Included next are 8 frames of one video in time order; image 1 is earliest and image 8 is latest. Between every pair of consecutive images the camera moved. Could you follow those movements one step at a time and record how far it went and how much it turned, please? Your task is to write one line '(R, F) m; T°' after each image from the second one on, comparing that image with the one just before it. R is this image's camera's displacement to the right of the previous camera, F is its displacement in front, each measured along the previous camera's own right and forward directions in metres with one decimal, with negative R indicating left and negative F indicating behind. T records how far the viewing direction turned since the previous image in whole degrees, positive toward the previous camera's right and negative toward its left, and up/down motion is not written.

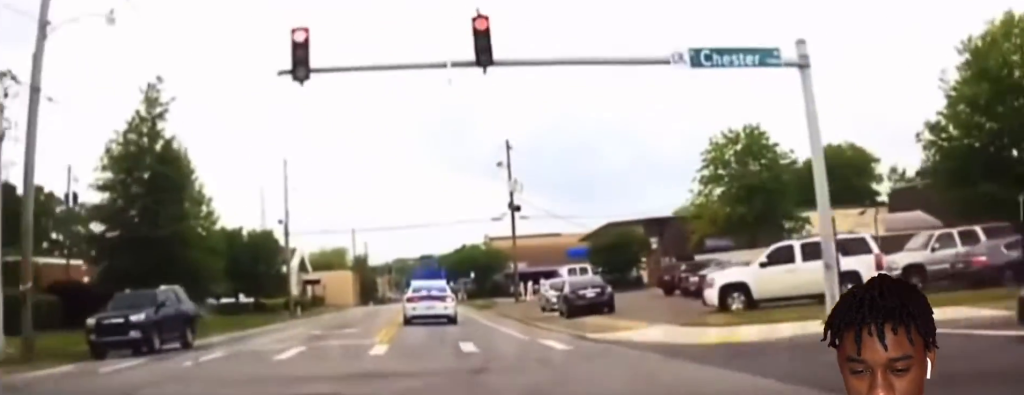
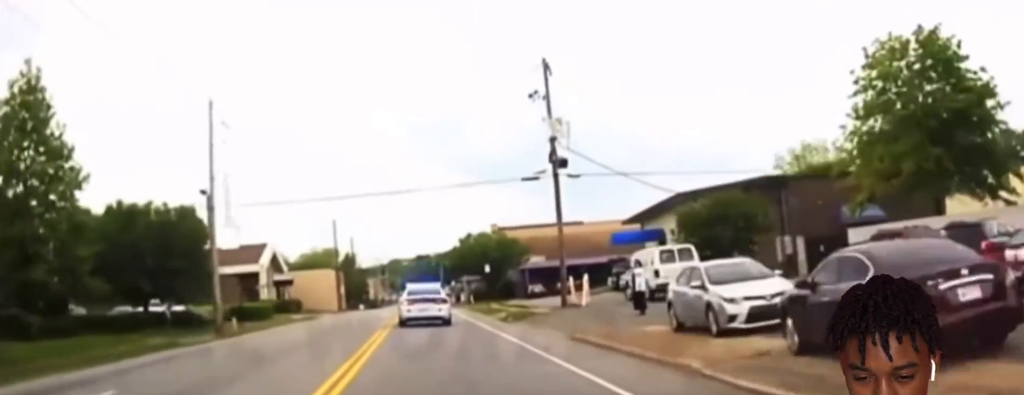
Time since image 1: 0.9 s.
(+0.1, +20.5) m; 0°
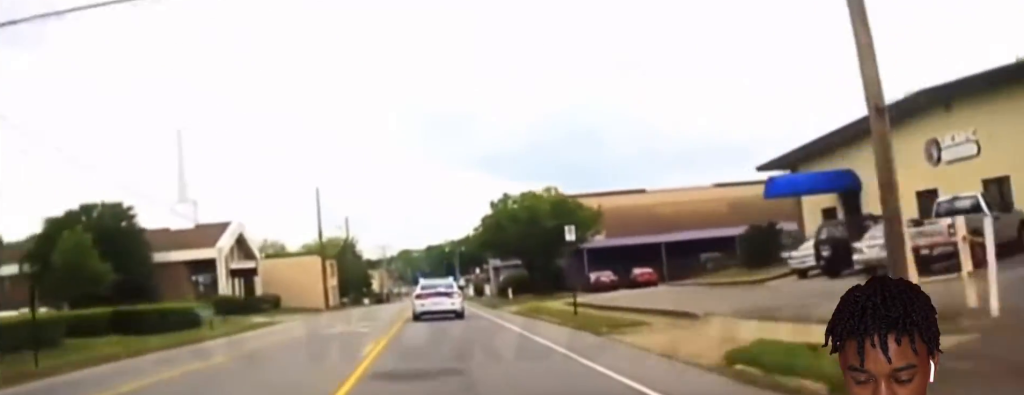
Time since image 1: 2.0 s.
(-0.1, +22.0) m; 0°
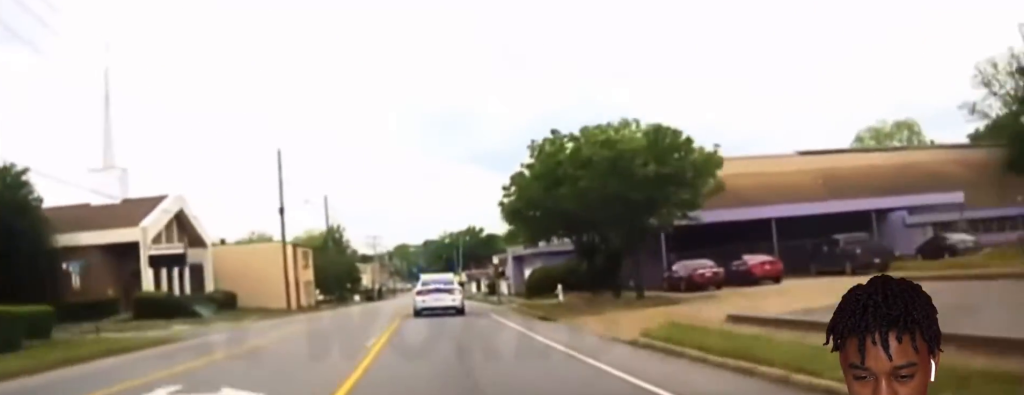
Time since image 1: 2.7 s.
(0.0, +17.1) m; 0°
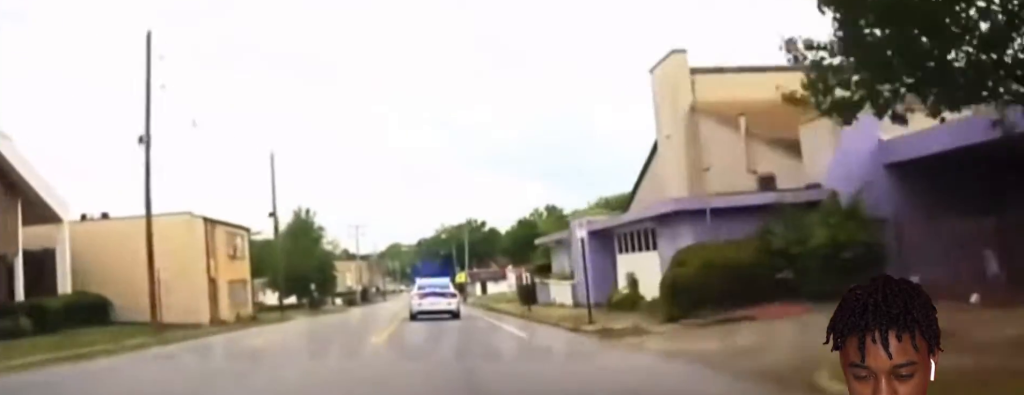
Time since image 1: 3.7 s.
(+0.1, +28.8) m; 0°
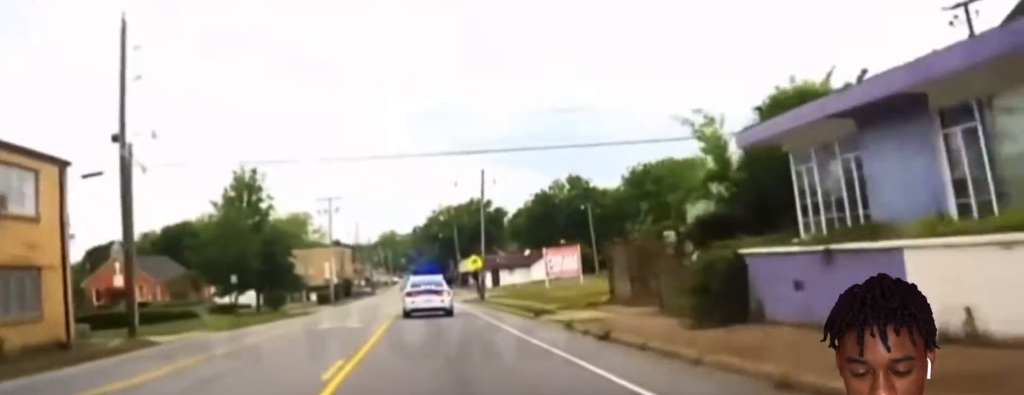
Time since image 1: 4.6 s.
(0.0, +33.8) m; 0°
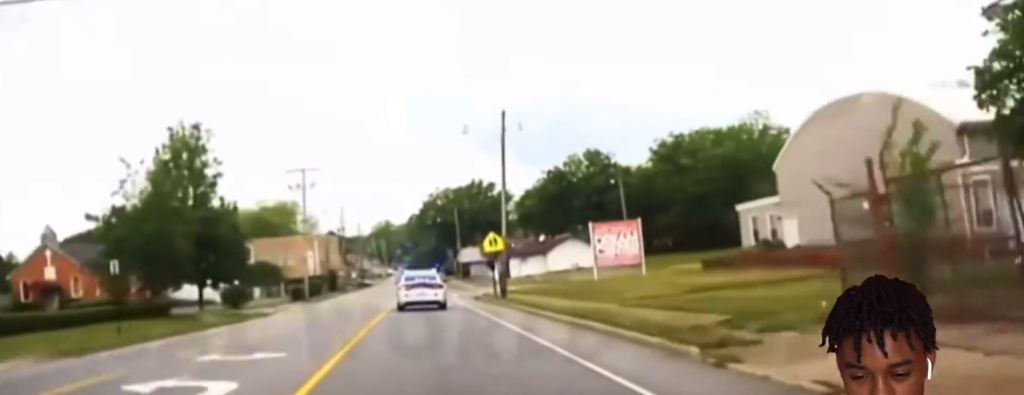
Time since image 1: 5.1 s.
(0.0, +22.1) m; 0°
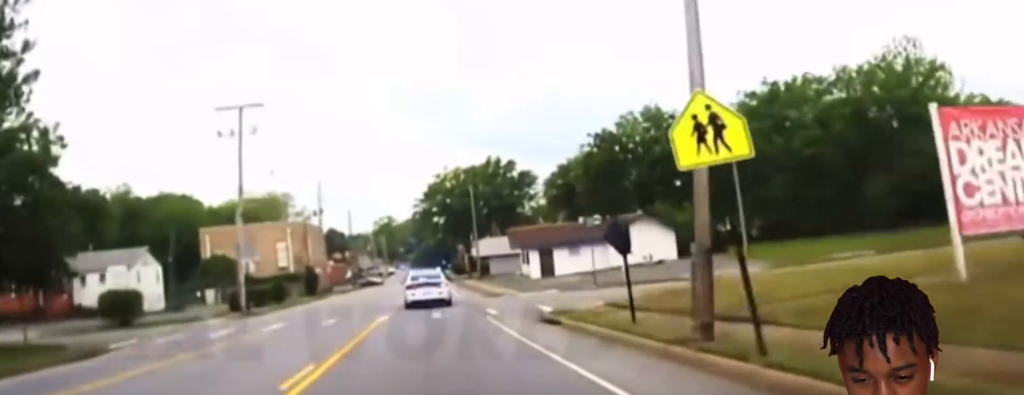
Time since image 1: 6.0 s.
(0.0, +35.1) m; 0°
